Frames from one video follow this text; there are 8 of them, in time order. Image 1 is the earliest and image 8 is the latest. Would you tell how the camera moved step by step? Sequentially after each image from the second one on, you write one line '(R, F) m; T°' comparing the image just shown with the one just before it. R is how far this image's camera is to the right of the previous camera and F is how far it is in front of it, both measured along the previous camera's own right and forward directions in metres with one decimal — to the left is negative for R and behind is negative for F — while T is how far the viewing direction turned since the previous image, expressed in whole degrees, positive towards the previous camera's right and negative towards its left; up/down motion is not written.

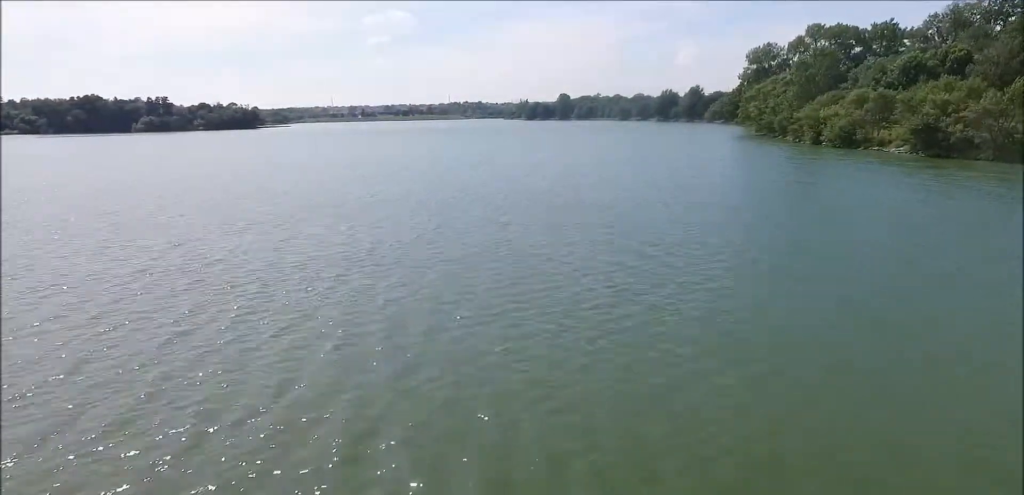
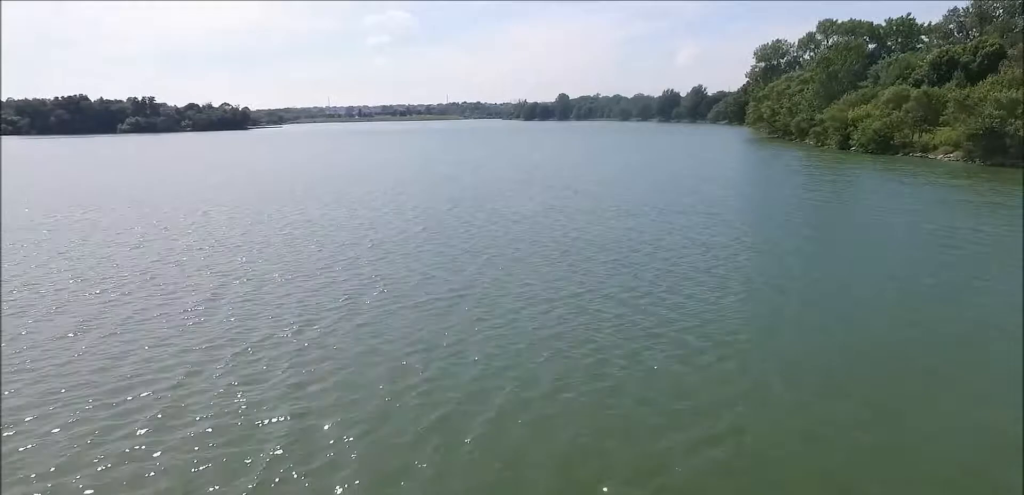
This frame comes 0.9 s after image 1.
(0.0, +11.2) m; 0°
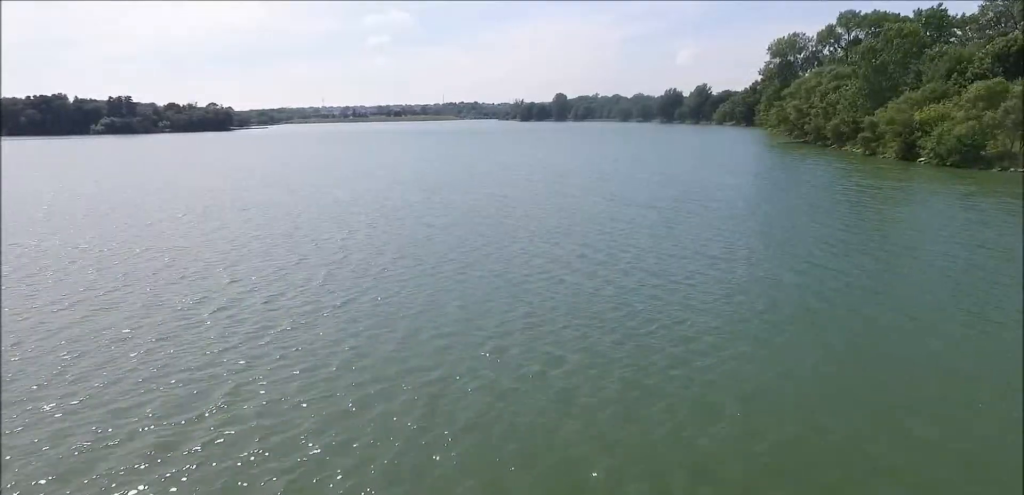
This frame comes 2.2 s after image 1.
(0.0, +17.2) m; 0°
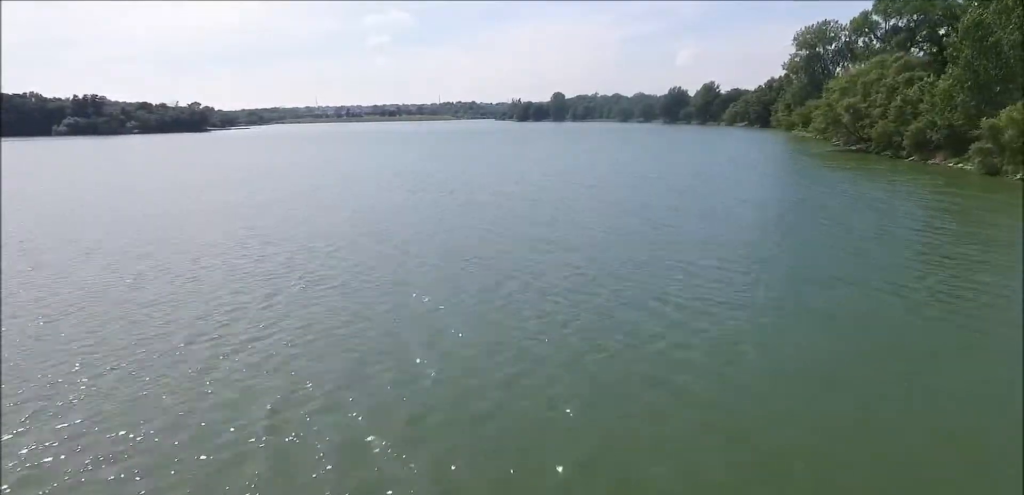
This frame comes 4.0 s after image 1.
(-0.1, +22.5) m; -4°
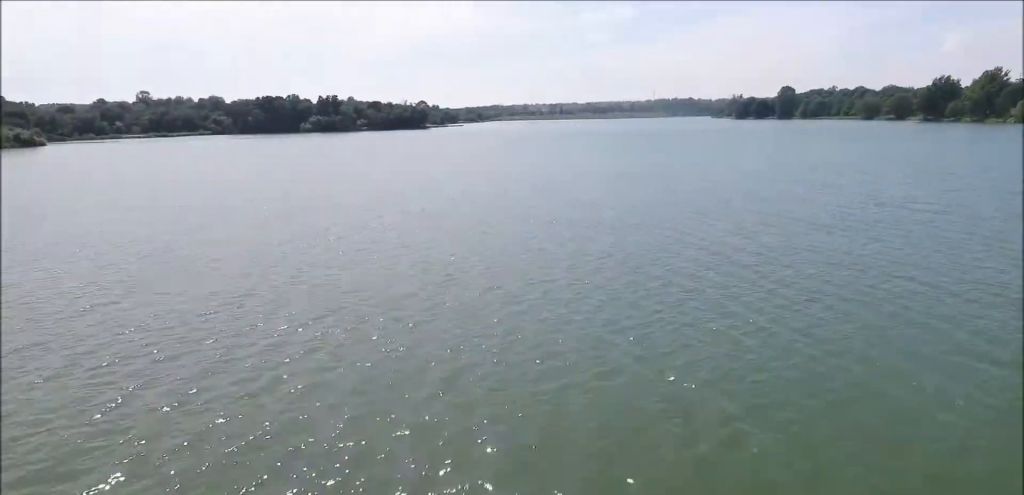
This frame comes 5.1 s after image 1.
(-1.0, +14.3) m; -6°
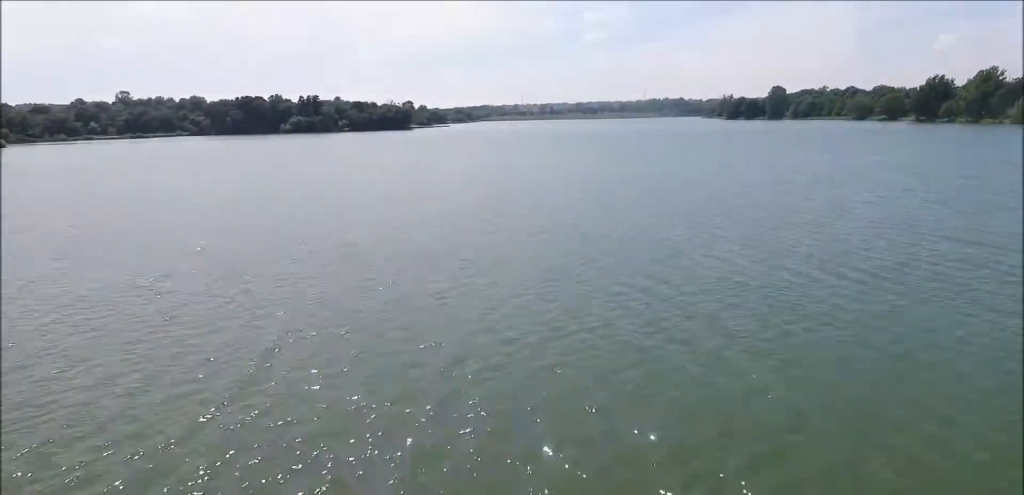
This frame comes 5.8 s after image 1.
(-0.1, +8.8) m; -2°
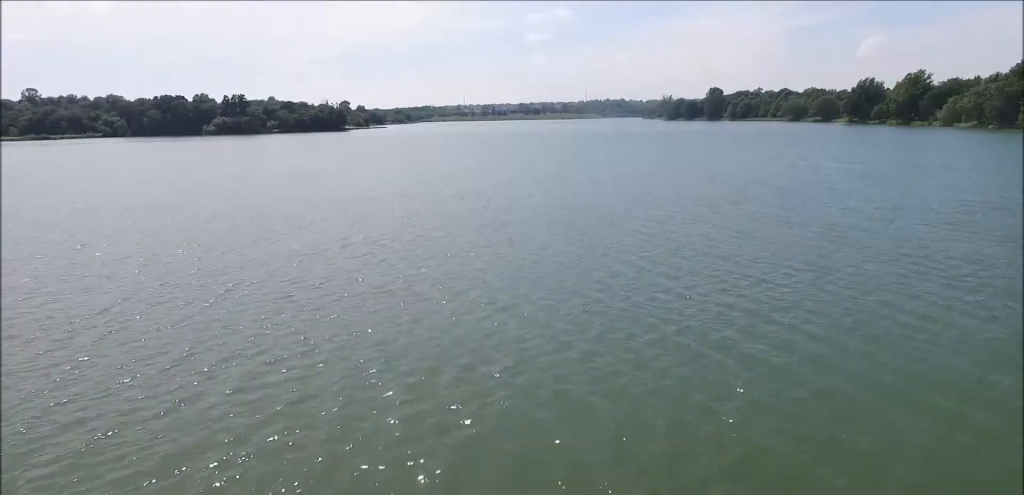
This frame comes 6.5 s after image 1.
(0.0, +9.6) m; -2°
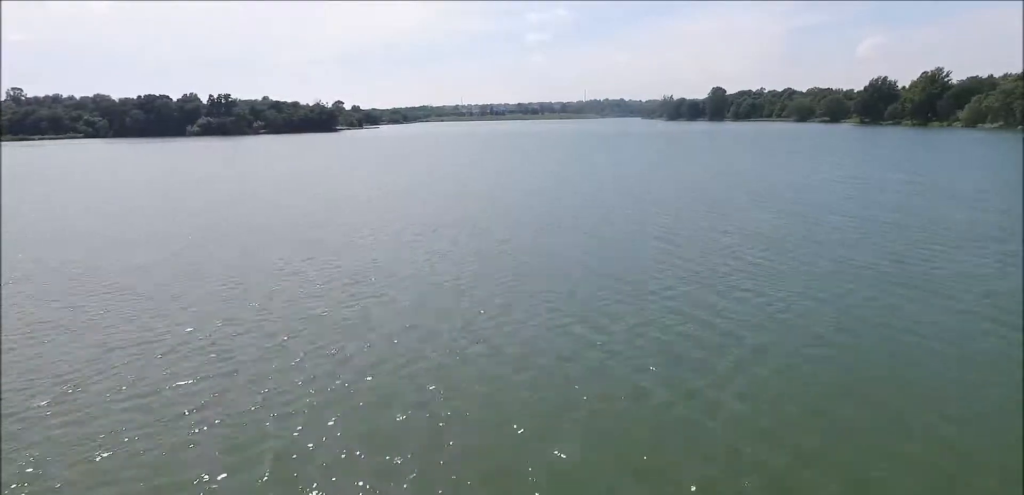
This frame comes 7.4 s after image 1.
(-0.3, +11.9) m; -2°
